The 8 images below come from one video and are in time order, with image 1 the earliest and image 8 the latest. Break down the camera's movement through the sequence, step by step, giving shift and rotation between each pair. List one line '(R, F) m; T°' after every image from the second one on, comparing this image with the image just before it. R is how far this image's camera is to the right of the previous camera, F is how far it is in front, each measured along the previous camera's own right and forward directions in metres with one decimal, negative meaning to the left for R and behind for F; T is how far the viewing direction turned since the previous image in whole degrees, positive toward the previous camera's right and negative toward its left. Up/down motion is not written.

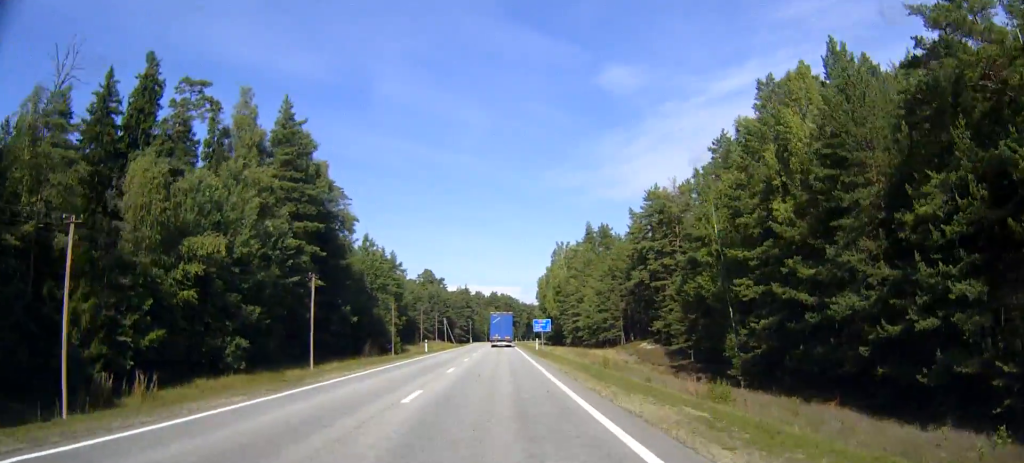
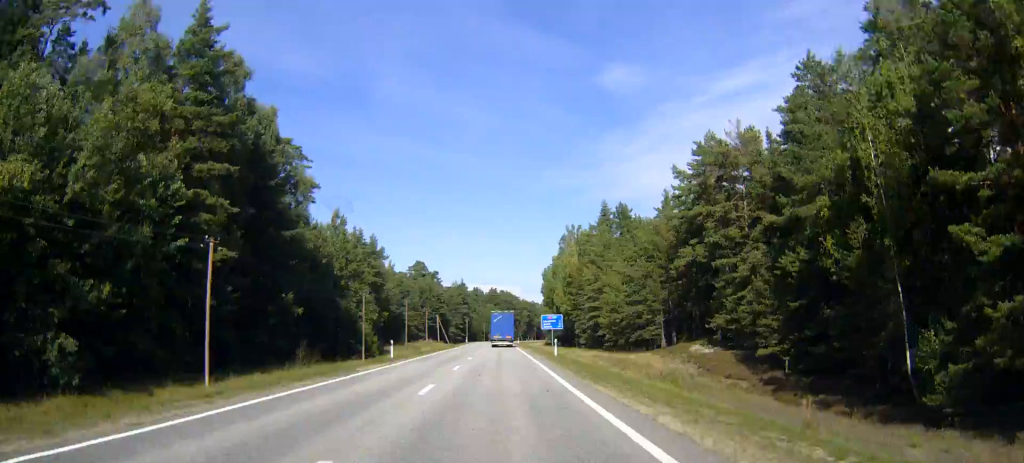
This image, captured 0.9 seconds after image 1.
(0.0, +22.4) m; 0°
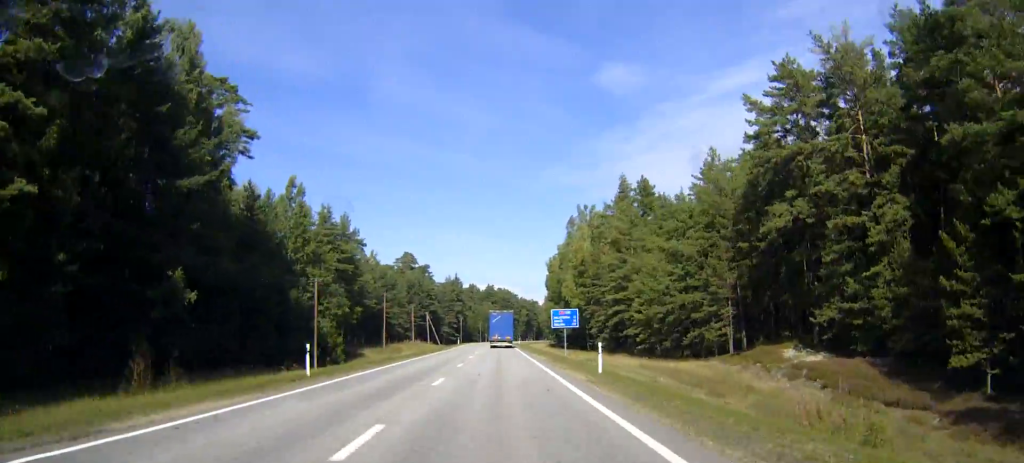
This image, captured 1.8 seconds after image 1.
(0.0, +20.7) m; 0°
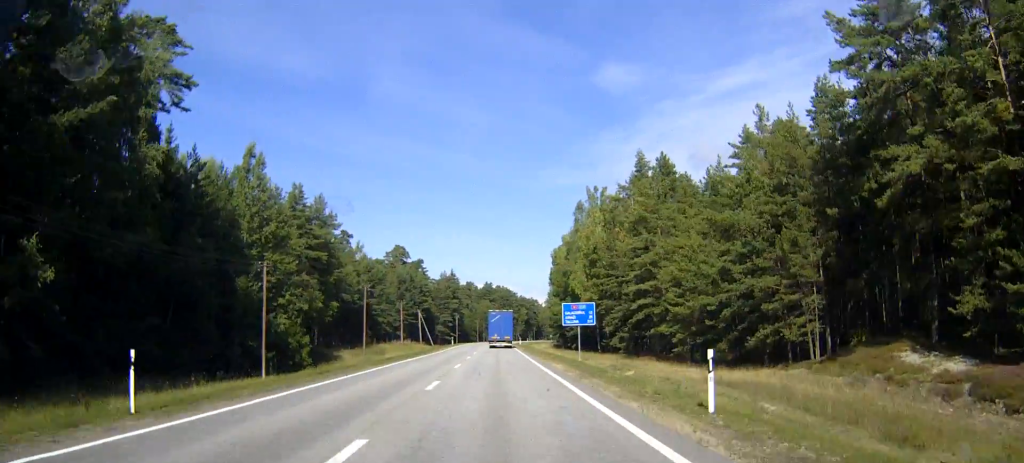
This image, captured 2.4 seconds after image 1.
(0.0, +13.6) m; 0°
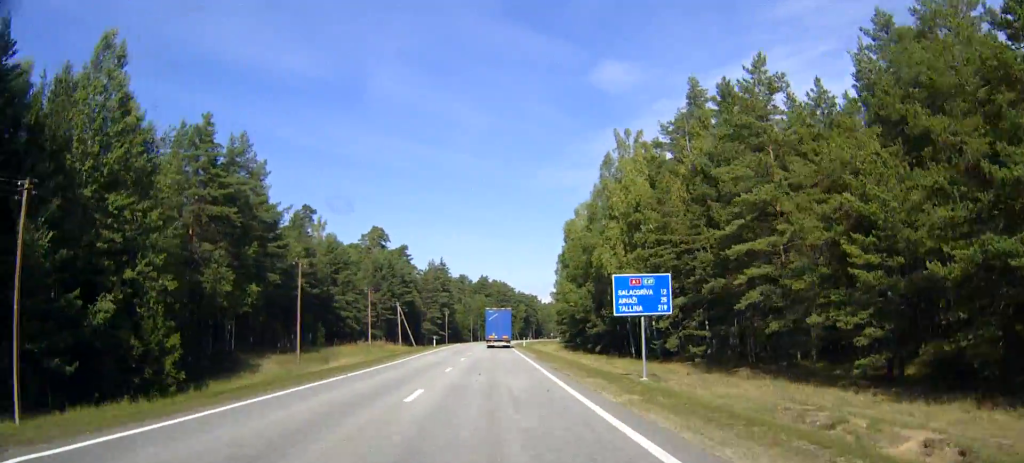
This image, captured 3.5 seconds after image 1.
(+0.1, +27.3) m; 0°
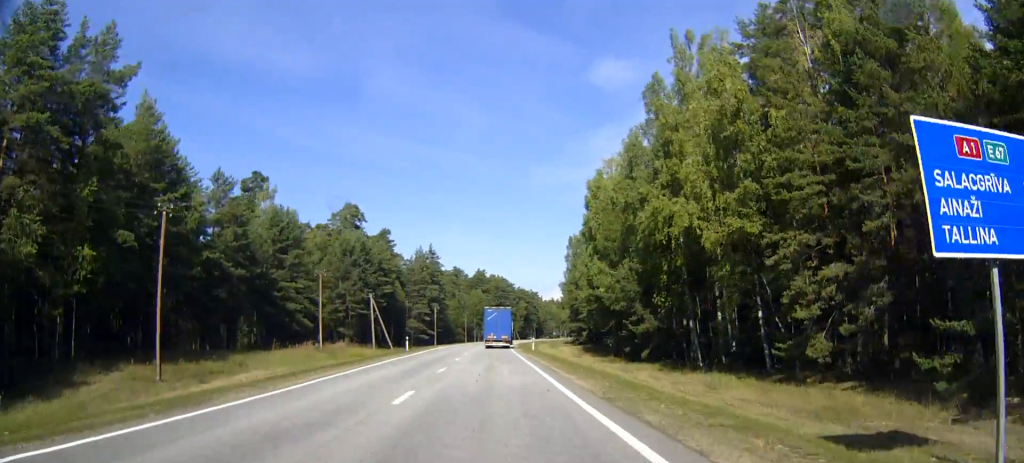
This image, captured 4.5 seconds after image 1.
(0.0, +24.9) m; 0°
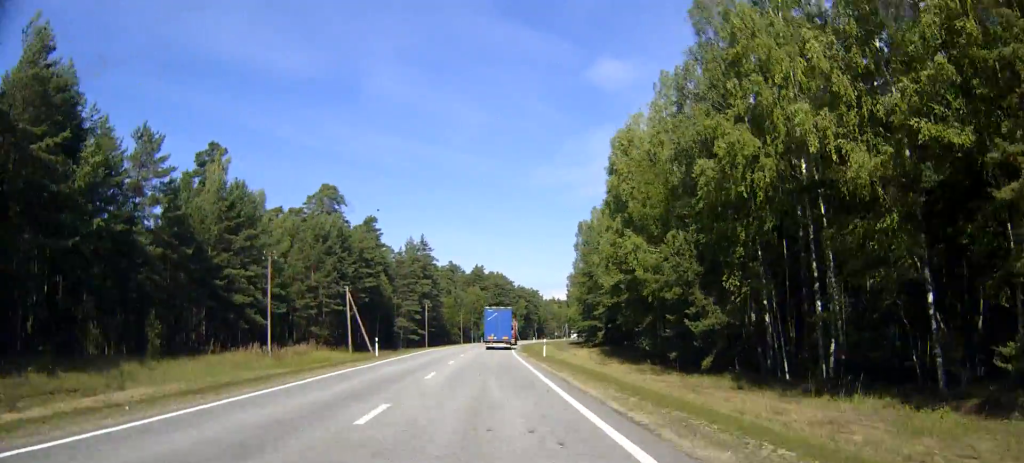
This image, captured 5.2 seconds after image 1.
(0.0, +15.3) m; 0°
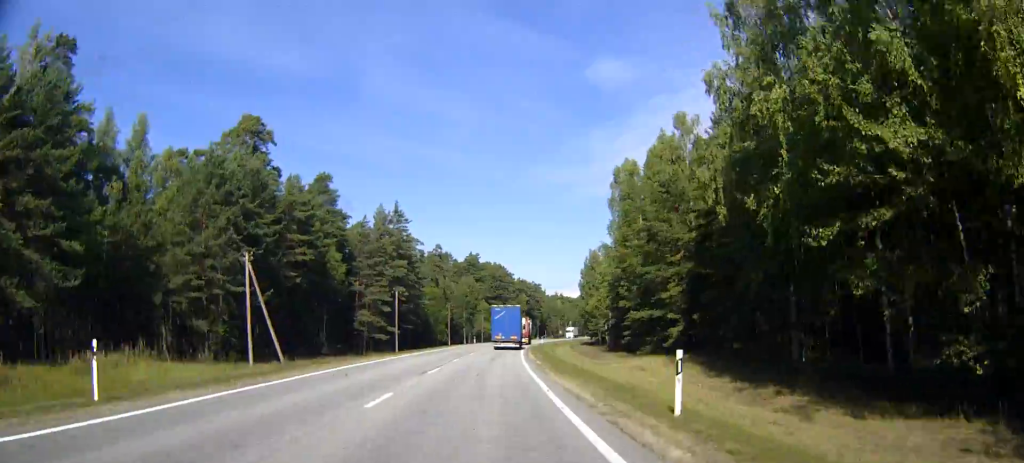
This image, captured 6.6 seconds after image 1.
(0.0, +33.7) m; 0°
